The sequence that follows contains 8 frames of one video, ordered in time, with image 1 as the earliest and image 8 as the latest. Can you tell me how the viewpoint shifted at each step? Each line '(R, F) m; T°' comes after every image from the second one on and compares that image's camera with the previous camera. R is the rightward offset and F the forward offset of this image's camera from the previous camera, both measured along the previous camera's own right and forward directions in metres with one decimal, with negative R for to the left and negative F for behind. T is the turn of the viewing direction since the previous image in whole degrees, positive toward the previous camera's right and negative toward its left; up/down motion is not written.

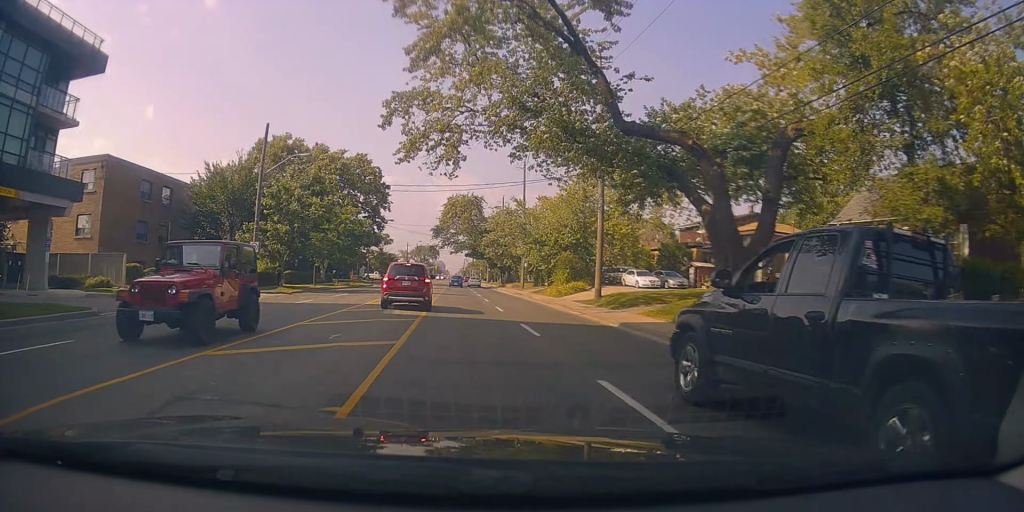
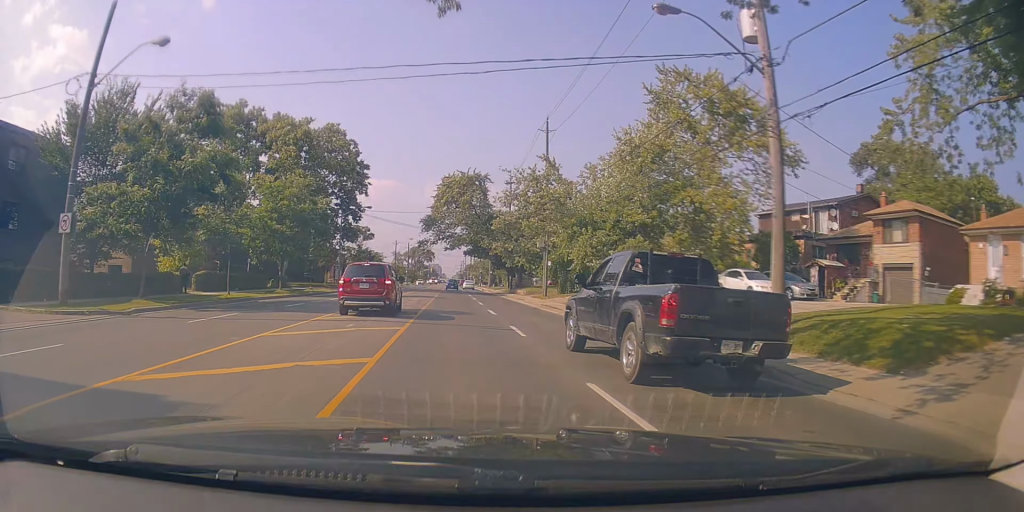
(+0.9, +18.5) m; +4°
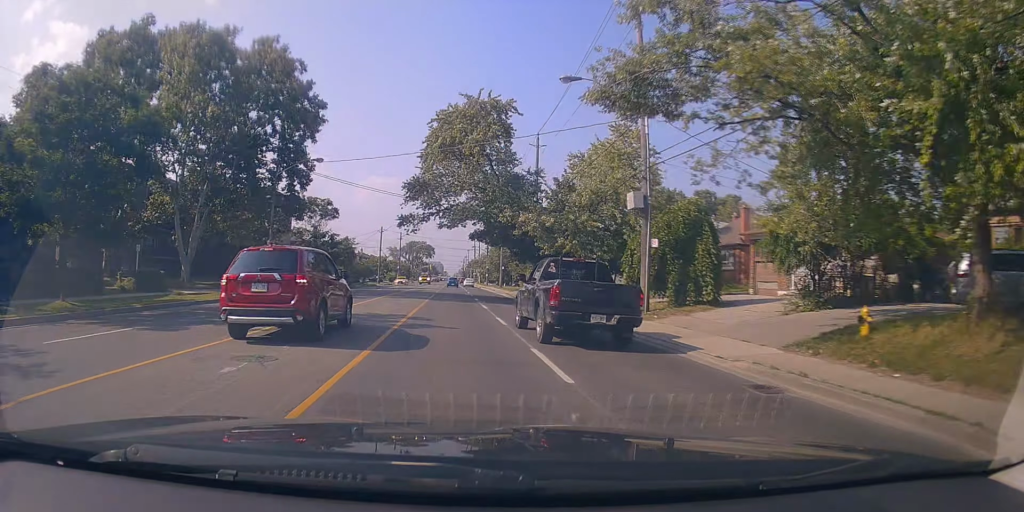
(+0.3, +24.3) m; 0°
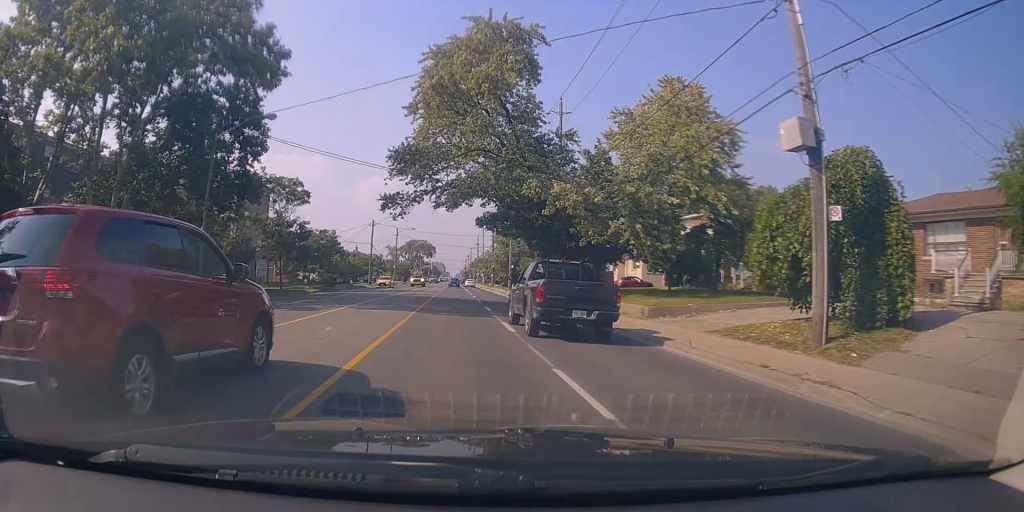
(0.0, +11.2) m; -3°
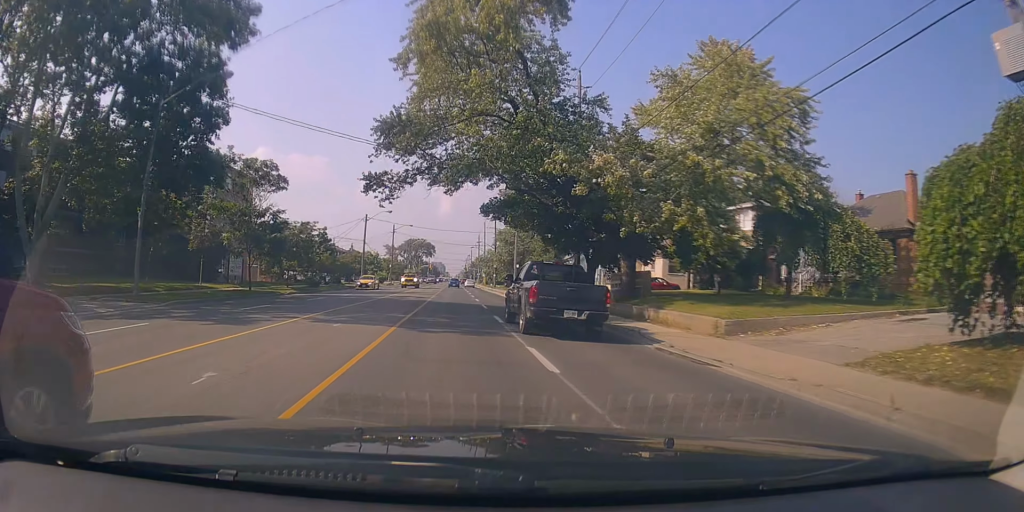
(-0.4, +6.3) m; -1°
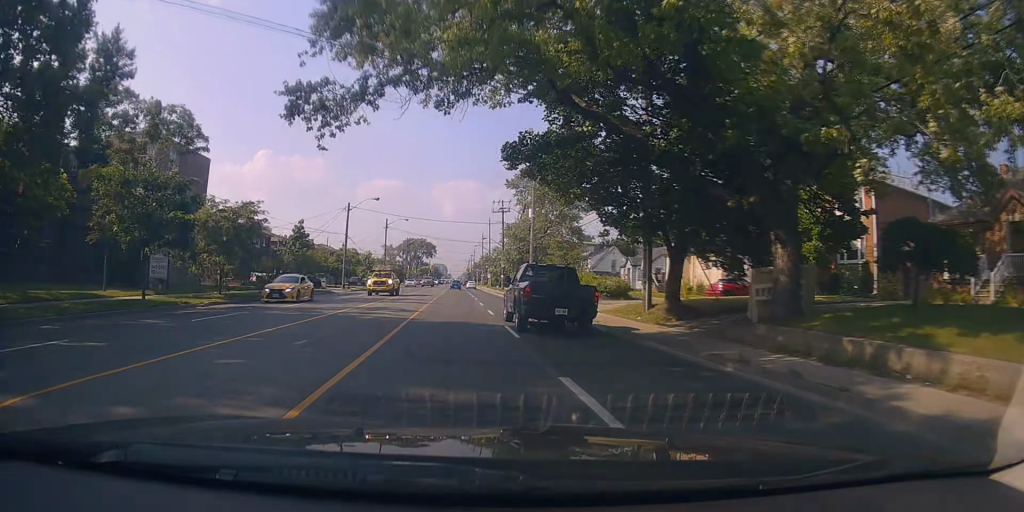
(0.0, +12.9) m; +2°
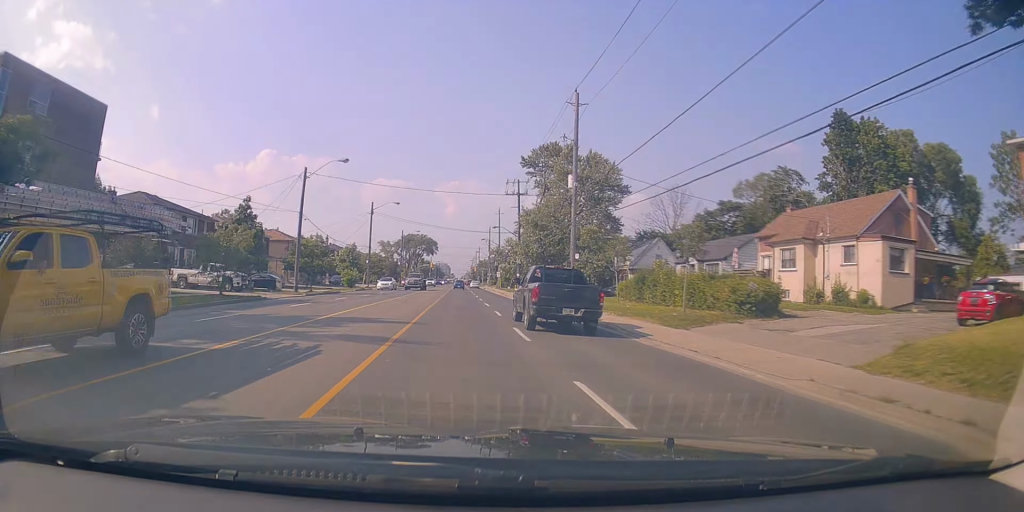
(+0.7, +18.5) m; +2°
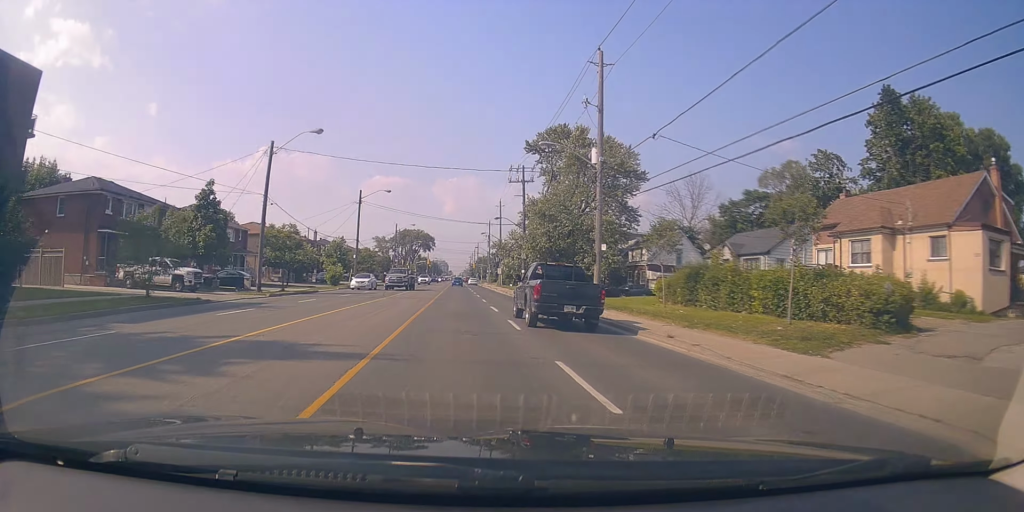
(-0.1, +7.3) m; 0°
